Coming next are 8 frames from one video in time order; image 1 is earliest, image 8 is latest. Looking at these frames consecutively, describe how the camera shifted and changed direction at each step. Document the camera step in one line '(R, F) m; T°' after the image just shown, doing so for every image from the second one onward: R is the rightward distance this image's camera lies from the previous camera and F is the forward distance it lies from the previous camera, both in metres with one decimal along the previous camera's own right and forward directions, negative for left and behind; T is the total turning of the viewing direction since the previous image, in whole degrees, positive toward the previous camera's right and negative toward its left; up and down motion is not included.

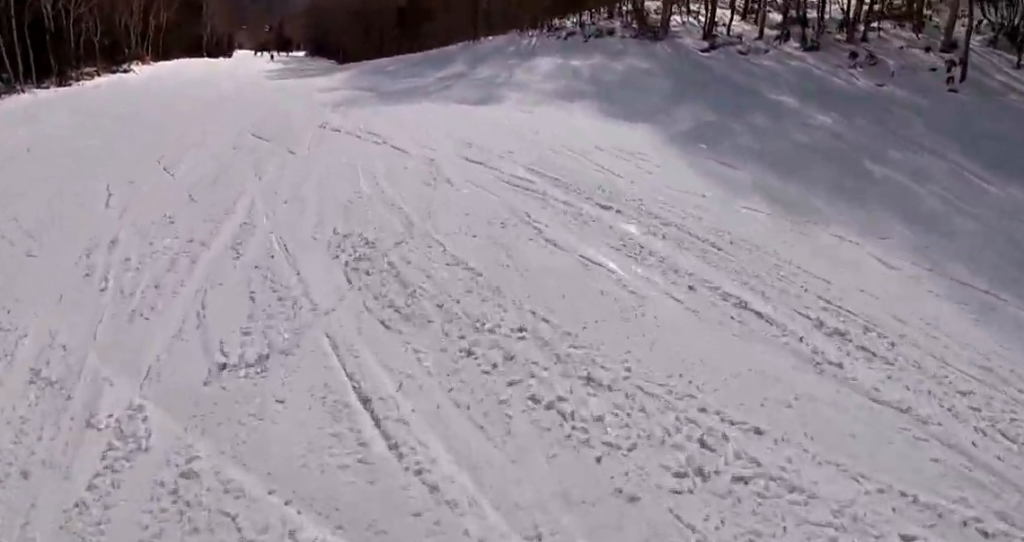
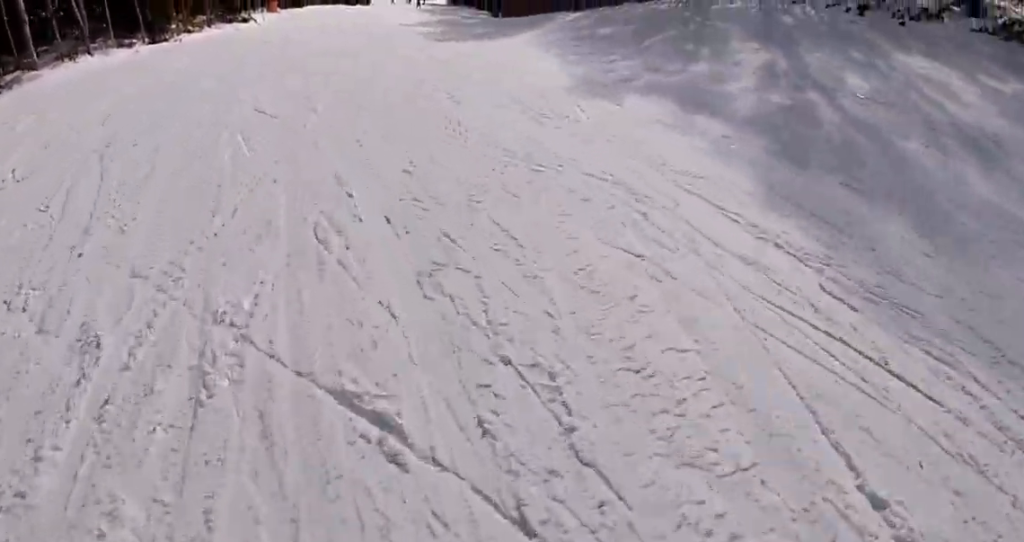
(-1.8, +11.8) m; -13°
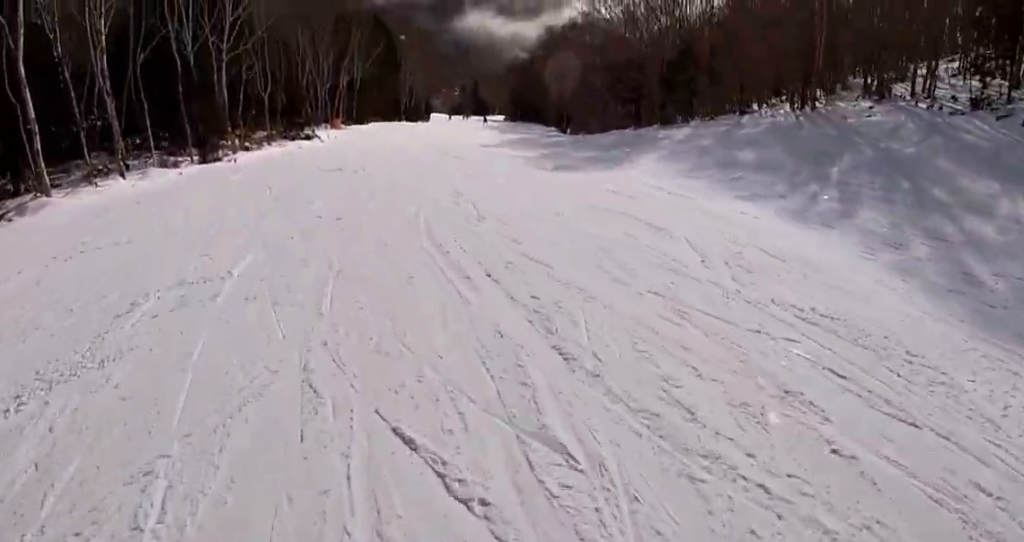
(-0.4, +6.5) m; -4°
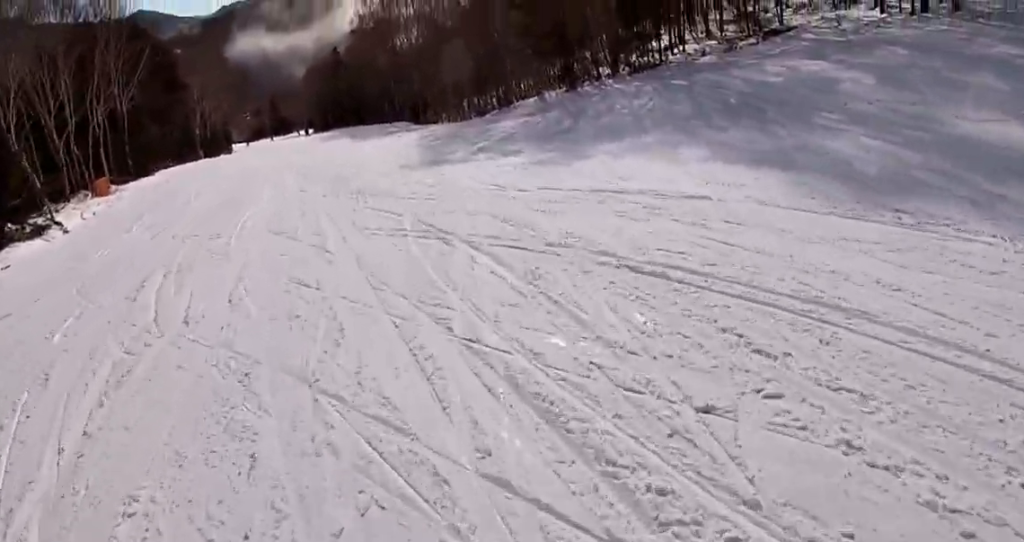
(+0.8, +21.1) m; +16°
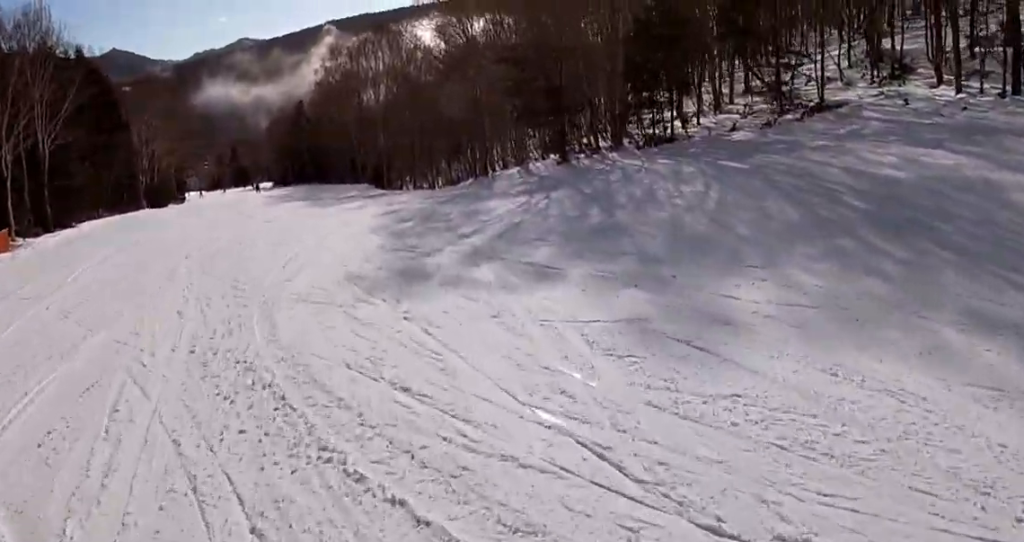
(+1.5, +6.3) m; +7°
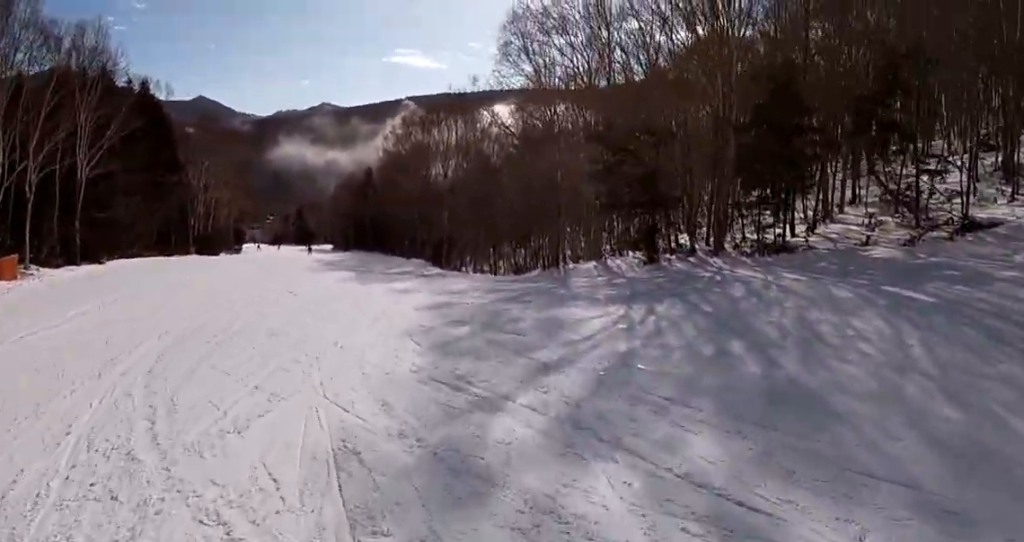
(0.0, +4.5) m; 0°
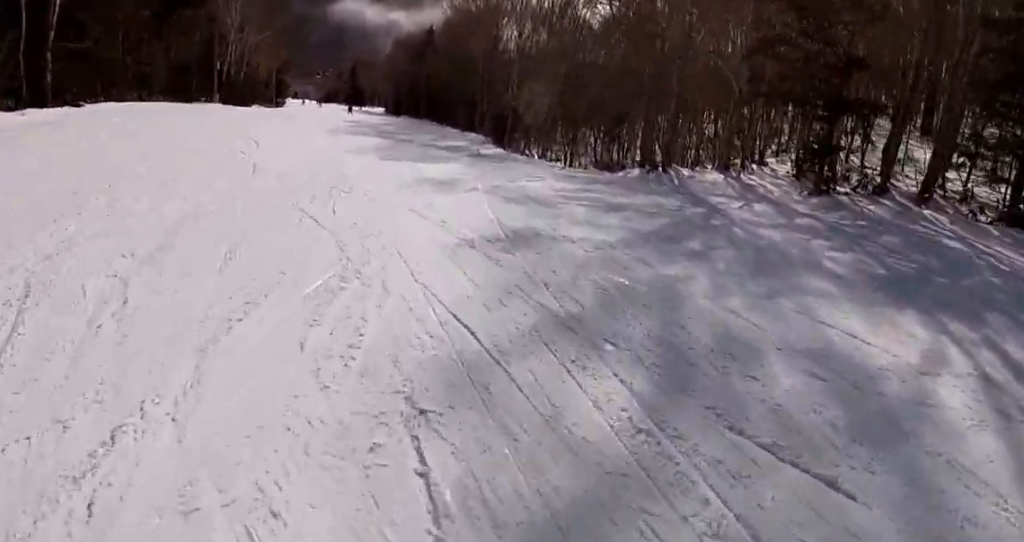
(-0.5, +7.7) m; -5°
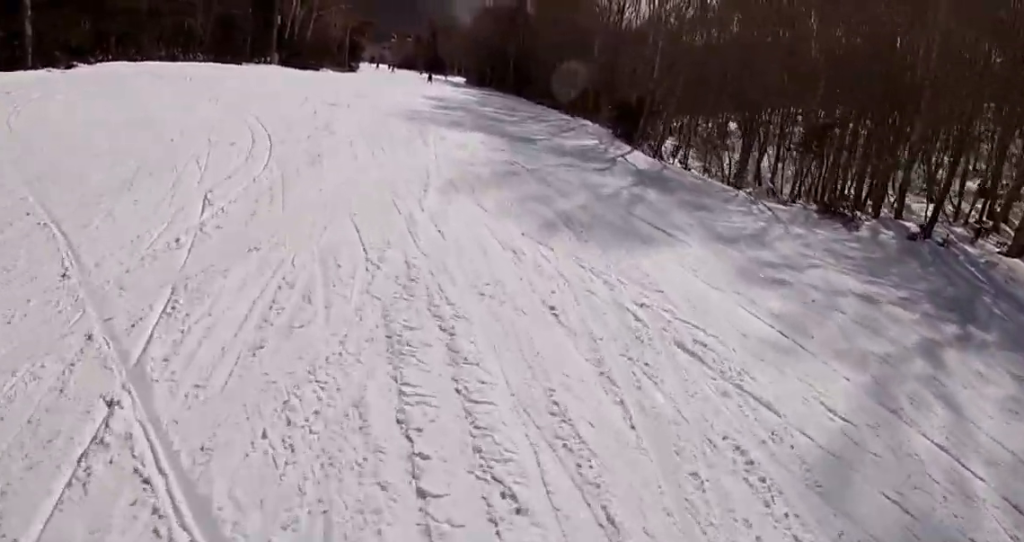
(0.0, +9.2) m; -11°
